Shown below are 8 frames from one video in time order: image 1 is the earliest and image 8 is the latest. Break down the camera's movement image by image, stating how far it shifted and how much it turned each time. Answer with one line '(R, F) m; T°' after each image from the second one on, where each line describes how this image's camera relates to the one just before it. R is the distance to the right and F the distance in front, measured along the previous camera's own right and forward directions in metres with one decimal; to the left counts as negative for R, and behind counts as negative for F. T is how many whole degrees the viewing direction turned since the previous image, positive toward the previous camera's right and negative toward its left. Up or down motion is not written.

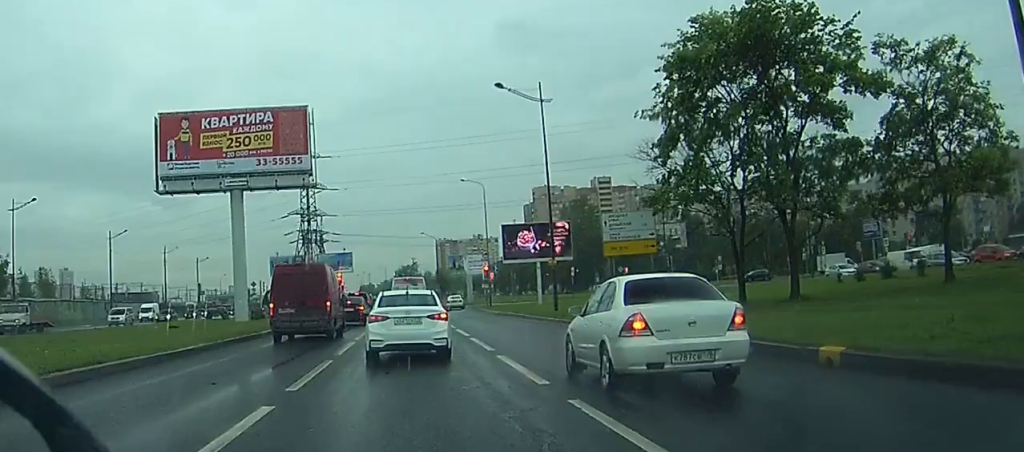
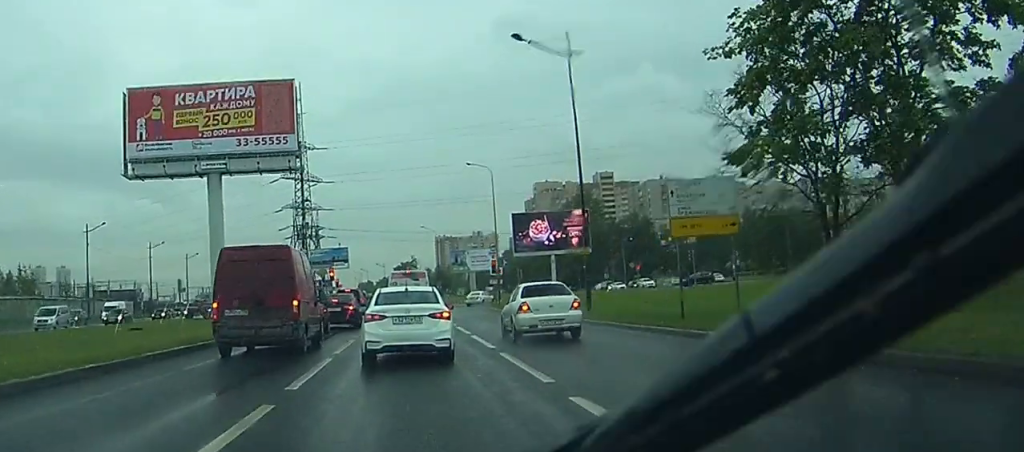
(+0.3, +9.1) m; 0°
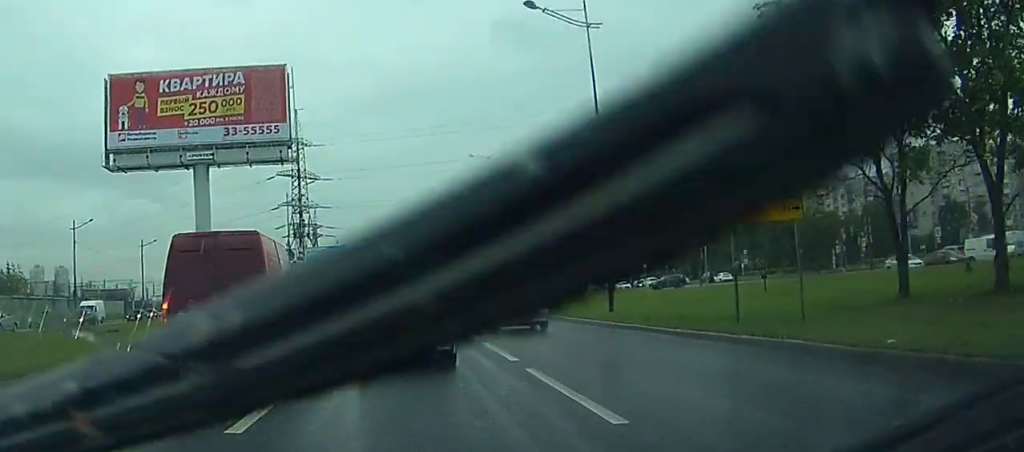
(-0.1, +4.3) m; -1°
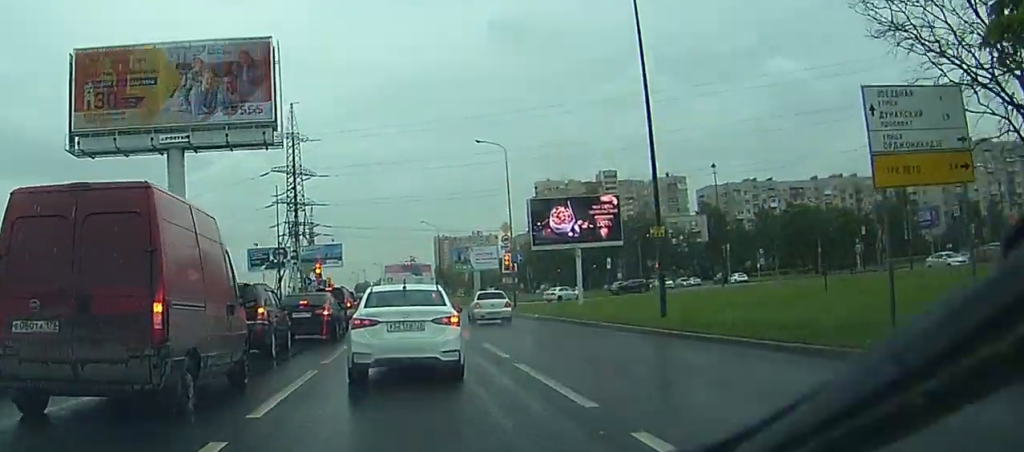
(0.0, +7.1) m; +1°
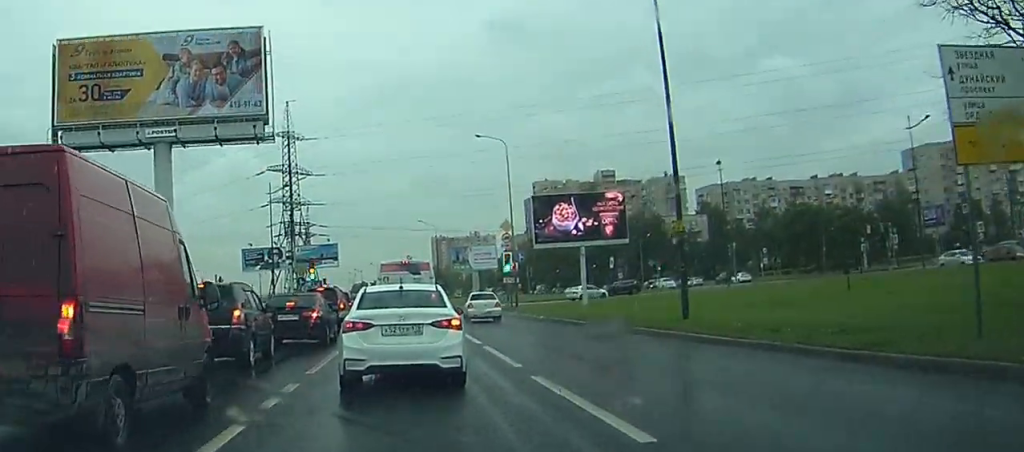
(0.0, +2.2) m; 0°
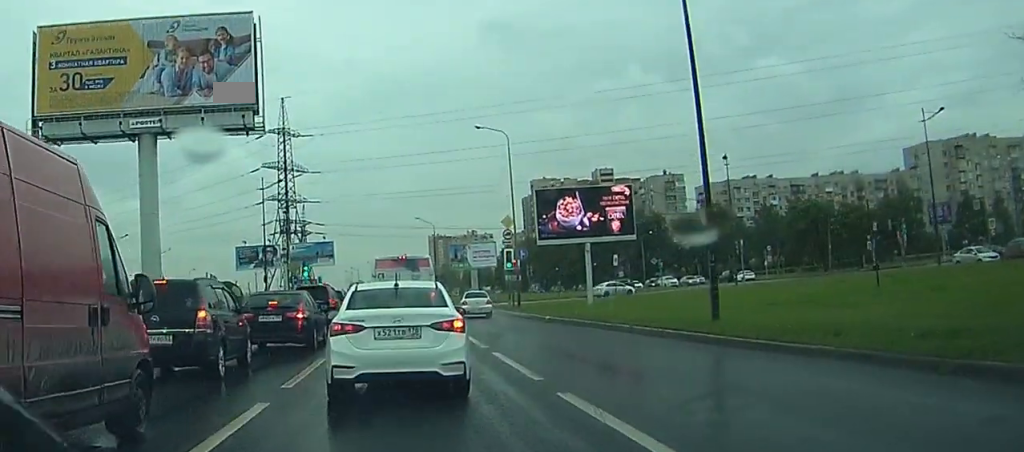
(0.0, +2.6) m; 0°
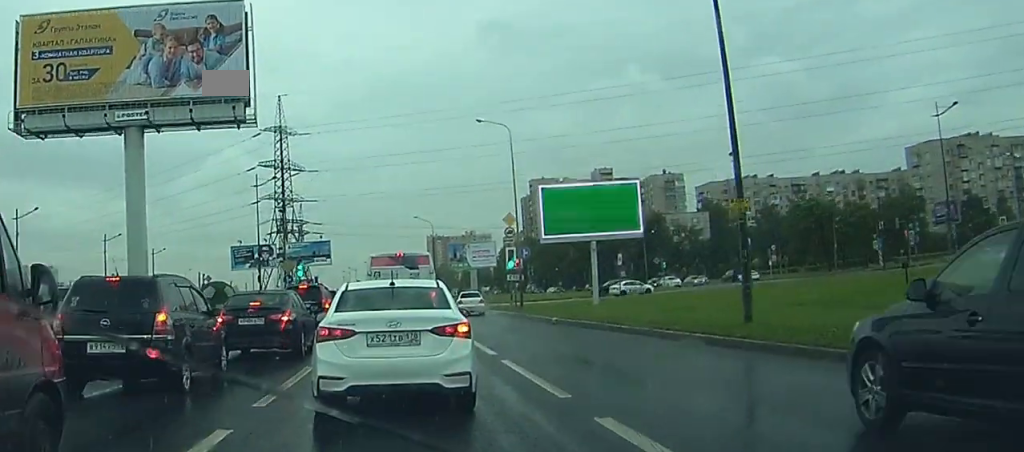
(0.0, +2.1) m; 0°
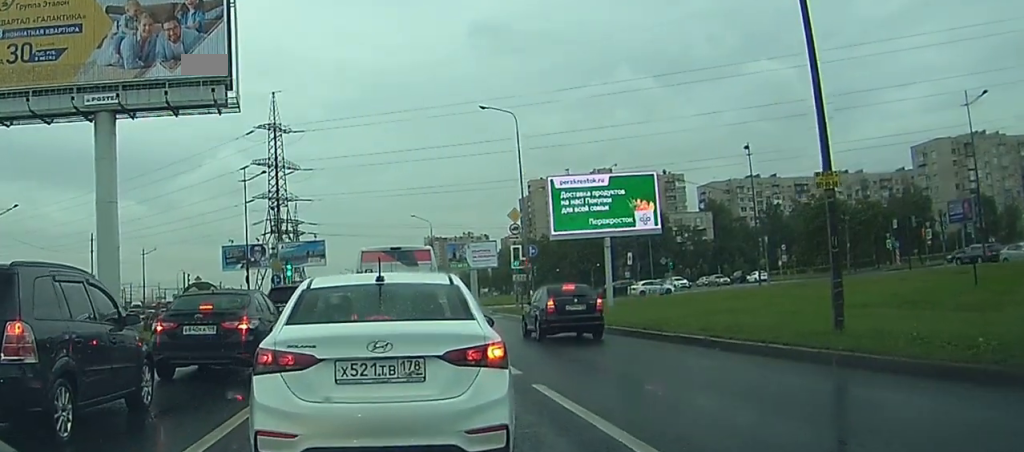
(-0.1, +4.5) m; -1°
